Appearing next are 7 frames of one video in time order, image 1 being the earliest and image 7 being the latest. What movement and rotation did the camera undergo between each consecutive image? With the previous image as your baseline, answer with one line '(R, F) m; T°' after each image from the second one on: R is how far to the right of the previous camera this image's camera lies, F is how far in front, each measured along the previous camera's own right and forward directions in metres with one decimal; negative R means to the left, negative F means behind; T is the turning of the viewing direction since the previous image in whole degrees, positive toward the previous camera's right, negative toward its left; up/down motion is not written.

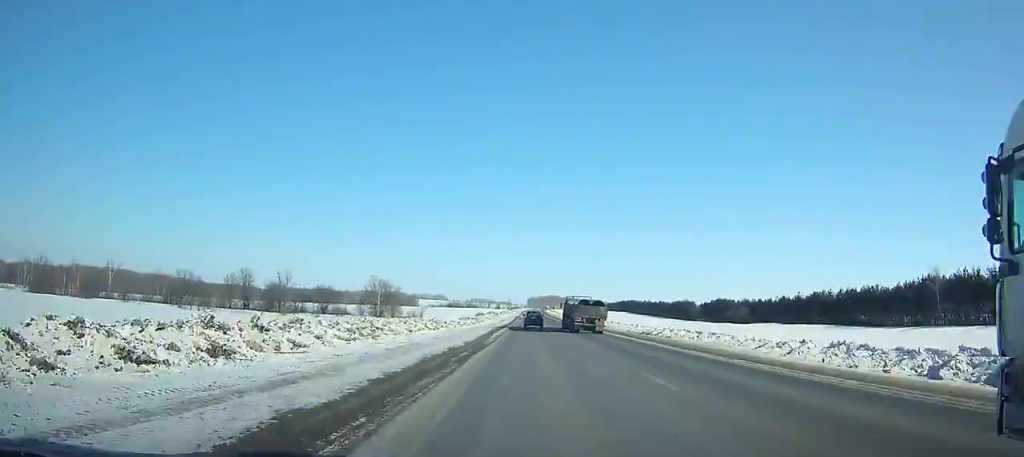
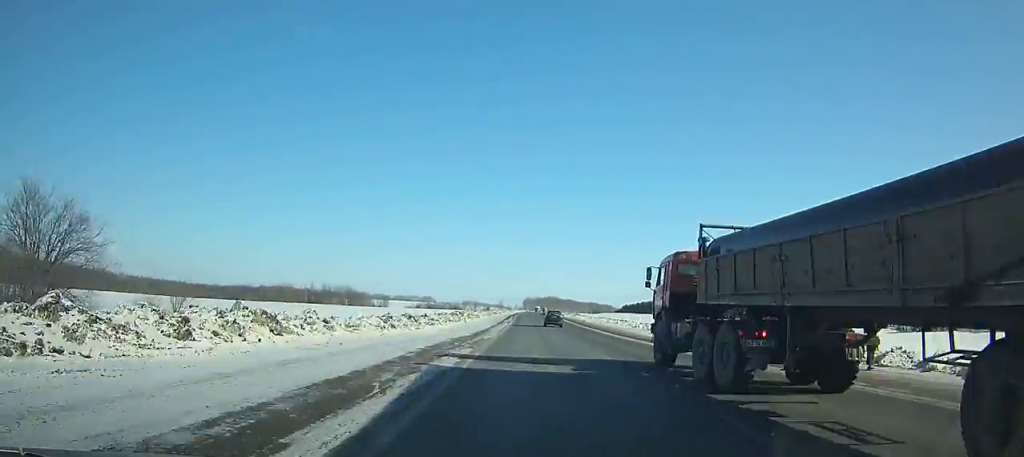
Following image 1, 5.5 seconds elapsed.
(+2.2, +145.5) m; +1°
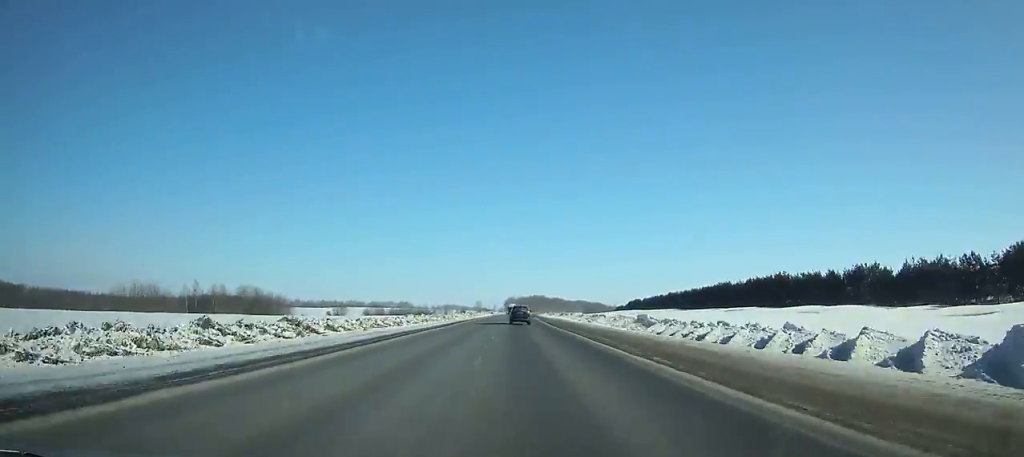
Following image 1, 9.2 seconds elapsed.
(+0.9, +106.0) m; +1°
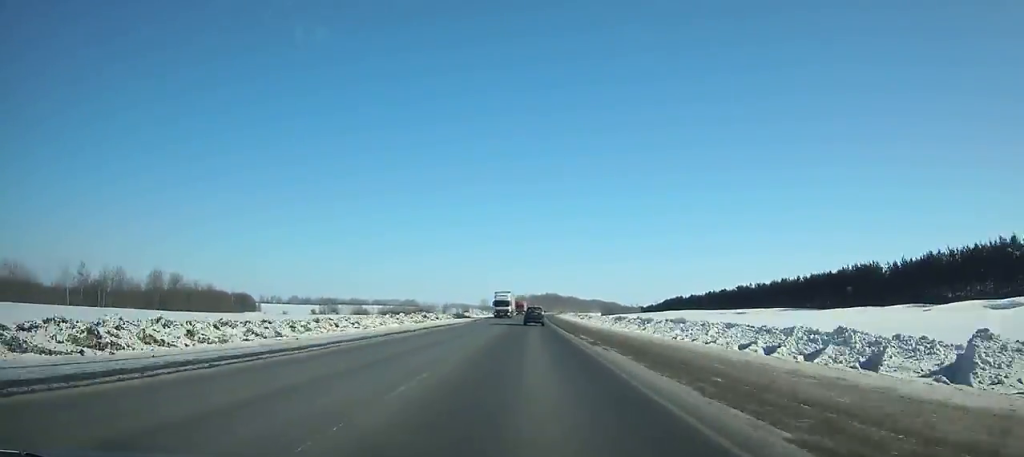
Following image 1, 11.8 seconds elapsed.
(+0.3, +75.3) m; 0°
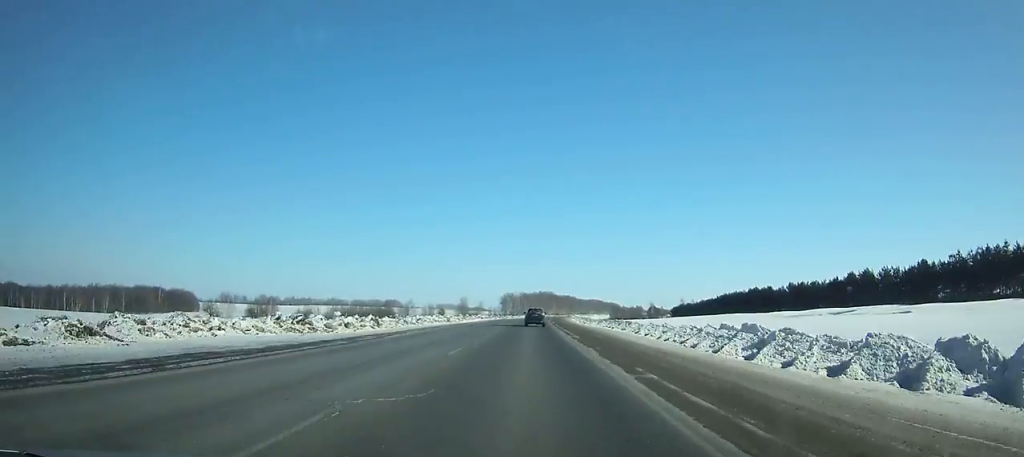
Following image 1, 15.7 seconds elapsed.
(-0.1, +112.8) m; +1°
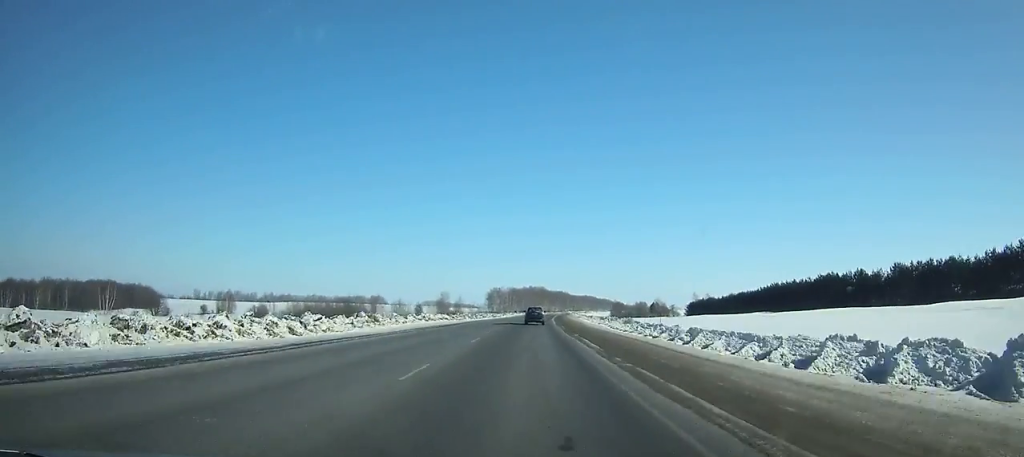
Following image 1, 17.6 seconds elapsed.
(+0.2, +54.8) m; +1°
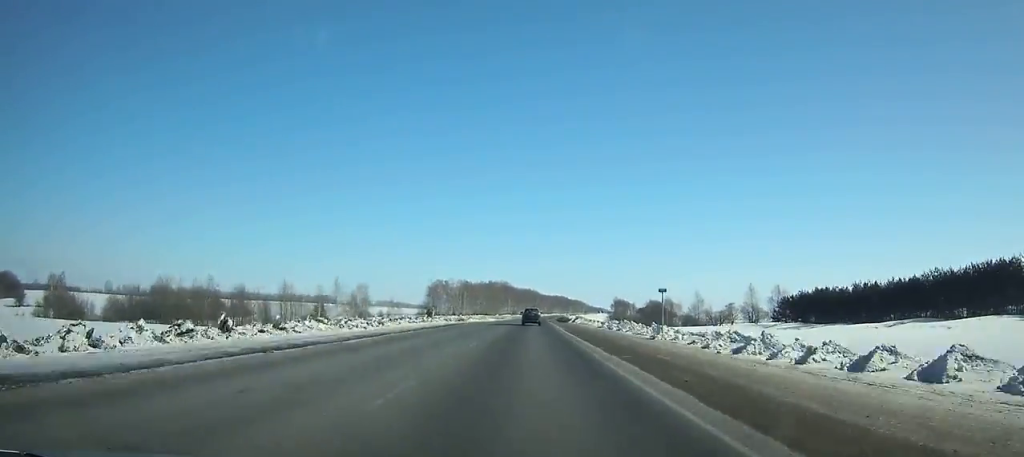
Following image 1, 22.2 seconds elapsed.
(+3.3, +132.7) m; +3°
